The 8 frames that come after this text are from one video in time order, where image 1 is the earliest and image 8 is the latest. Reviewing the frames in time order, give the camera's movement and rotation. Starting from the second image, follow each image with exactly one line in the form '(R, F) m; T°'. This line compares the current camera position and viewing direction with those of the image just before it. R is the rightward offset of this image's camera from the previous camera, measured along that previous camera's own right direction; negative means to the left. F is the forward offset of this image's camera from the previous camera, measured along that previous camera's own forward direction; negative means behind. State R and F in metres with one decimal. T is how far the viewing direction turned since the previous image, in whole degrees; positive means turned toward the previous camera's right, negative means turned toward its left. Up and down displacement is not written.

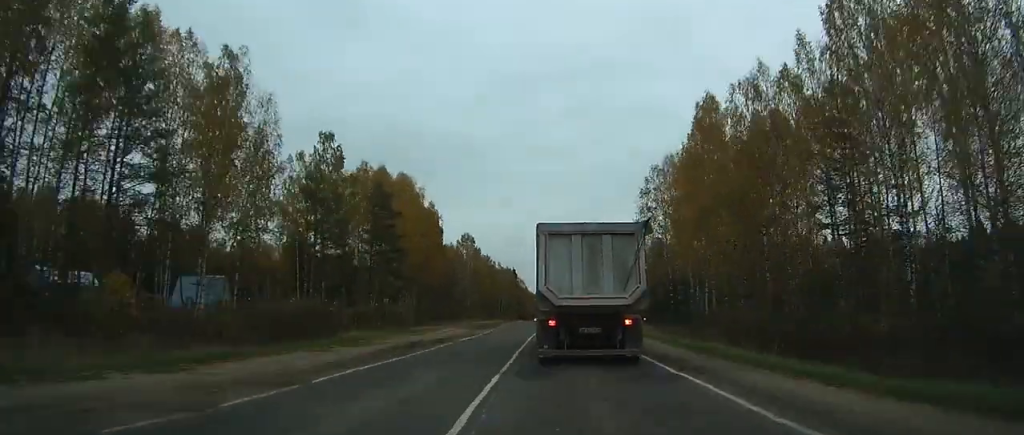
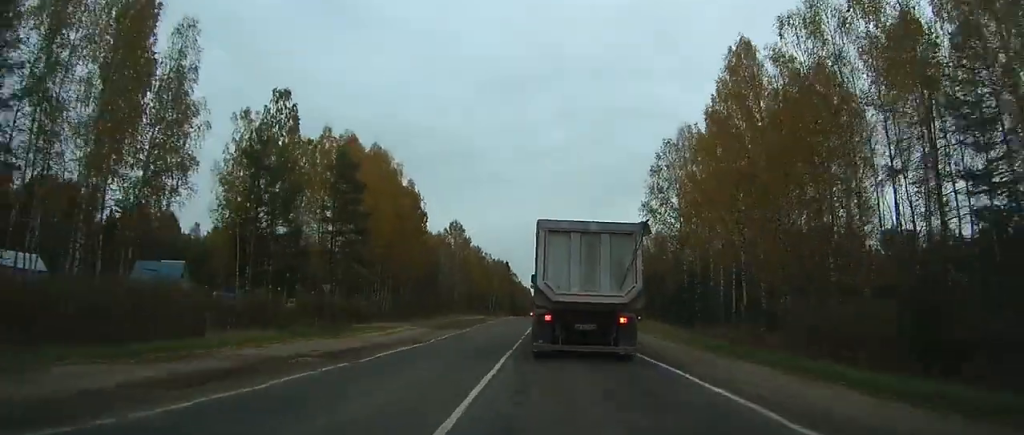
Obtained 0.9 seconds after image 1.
(0.0, +13.3) m; 0°
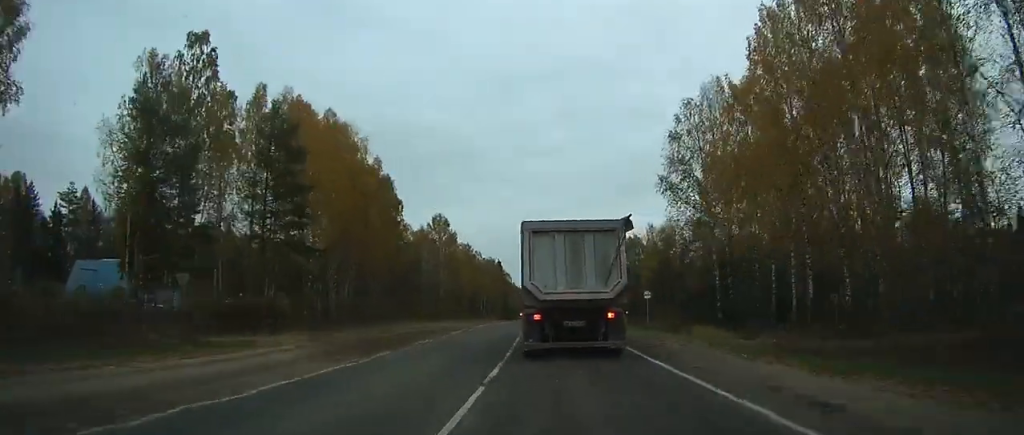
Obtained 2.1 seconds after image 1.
(+0.1, +16.3) m; +1°
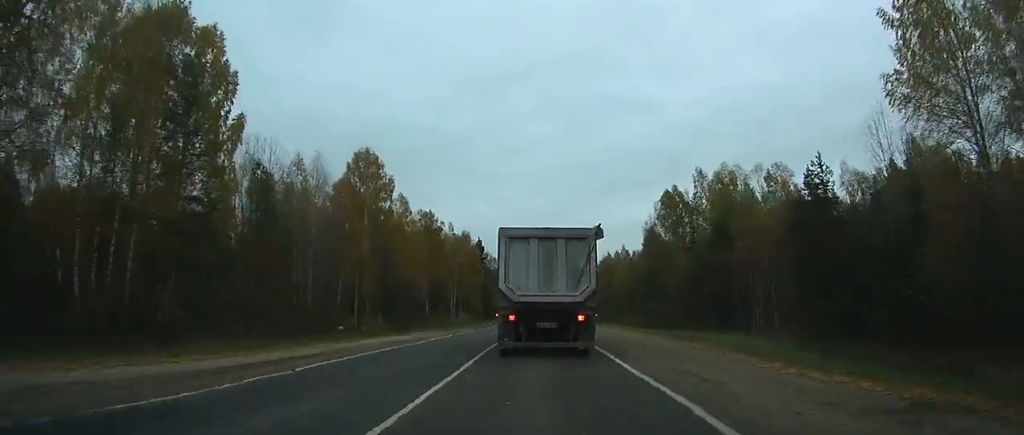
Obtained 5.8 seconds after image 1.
(+0.3, +52.0) m; 0°
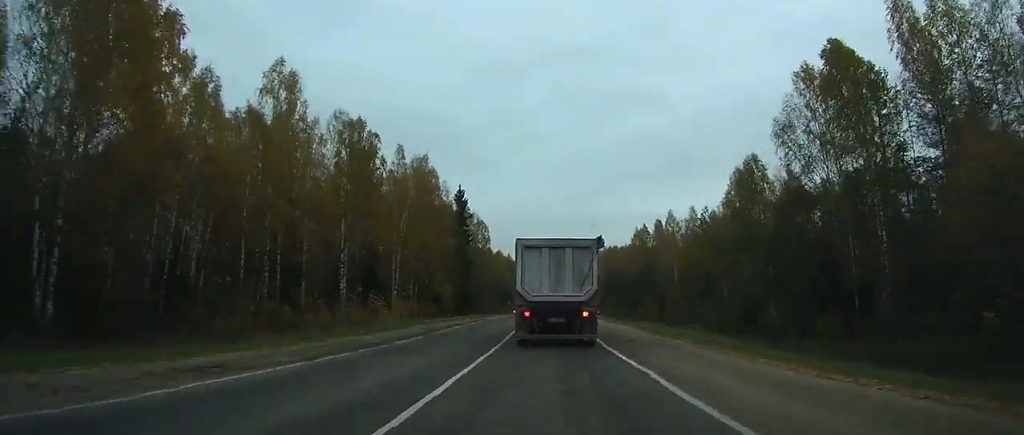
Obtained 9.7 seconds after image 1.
(-0.7, +56.6) m; -1°
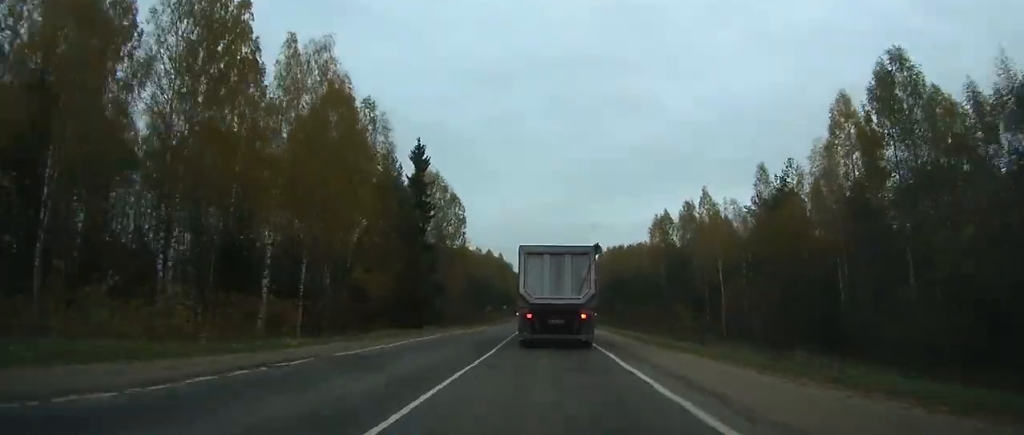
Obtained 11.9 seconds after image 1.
(0.0, +34.9) m; 0°
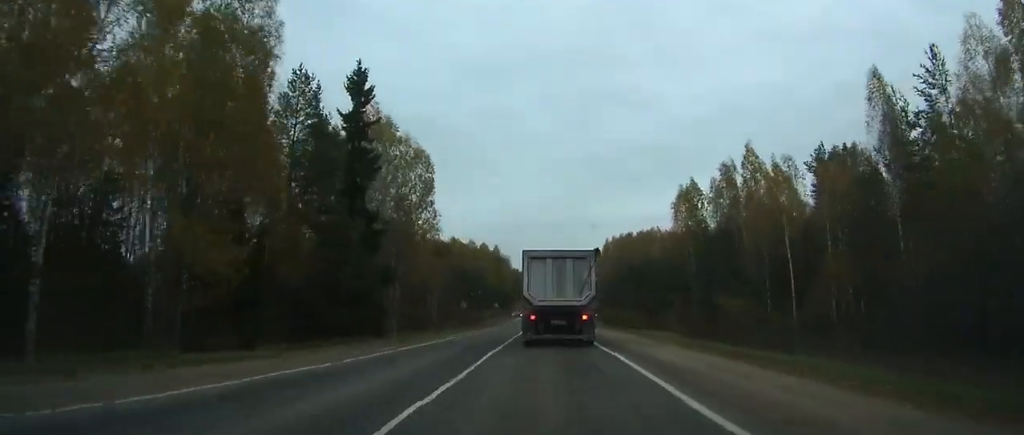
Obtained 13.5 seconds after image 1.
(+0.1, +25.6) m; 0°
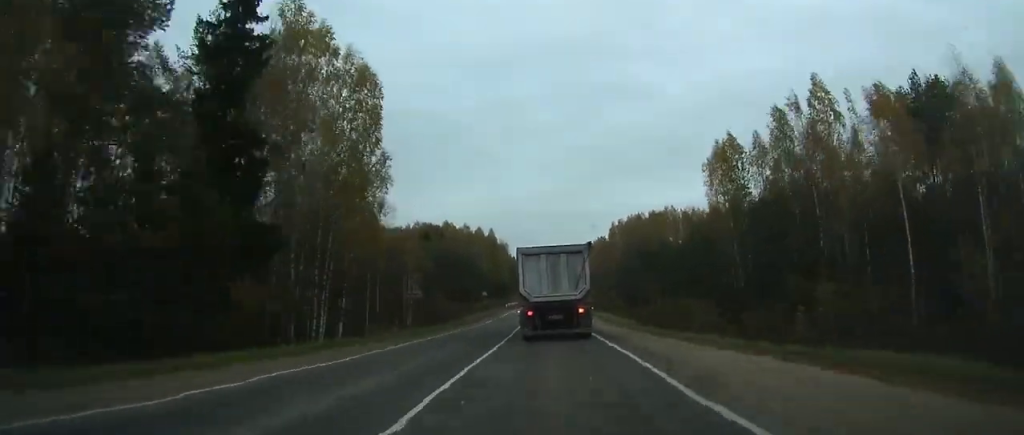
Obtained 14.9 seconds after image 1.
(0.0, +21.3) m; 0°
